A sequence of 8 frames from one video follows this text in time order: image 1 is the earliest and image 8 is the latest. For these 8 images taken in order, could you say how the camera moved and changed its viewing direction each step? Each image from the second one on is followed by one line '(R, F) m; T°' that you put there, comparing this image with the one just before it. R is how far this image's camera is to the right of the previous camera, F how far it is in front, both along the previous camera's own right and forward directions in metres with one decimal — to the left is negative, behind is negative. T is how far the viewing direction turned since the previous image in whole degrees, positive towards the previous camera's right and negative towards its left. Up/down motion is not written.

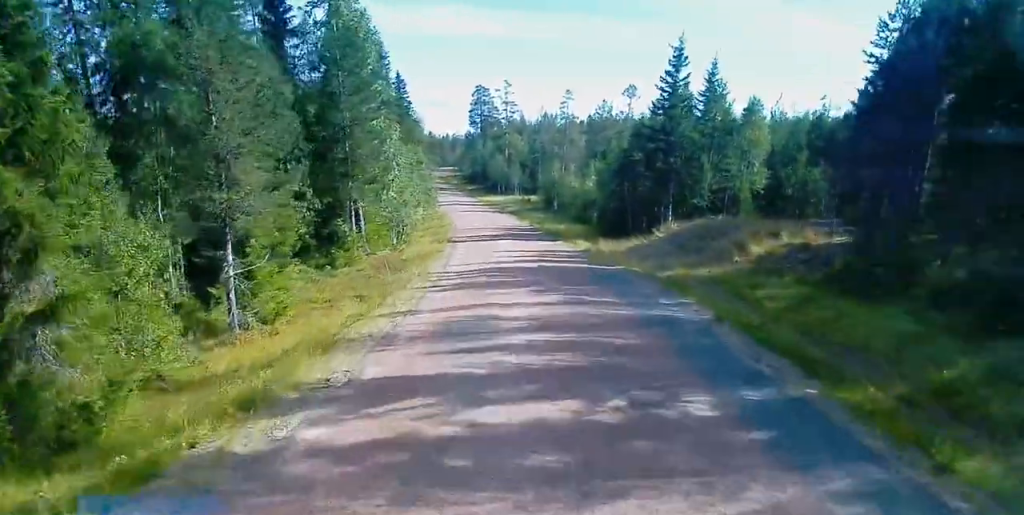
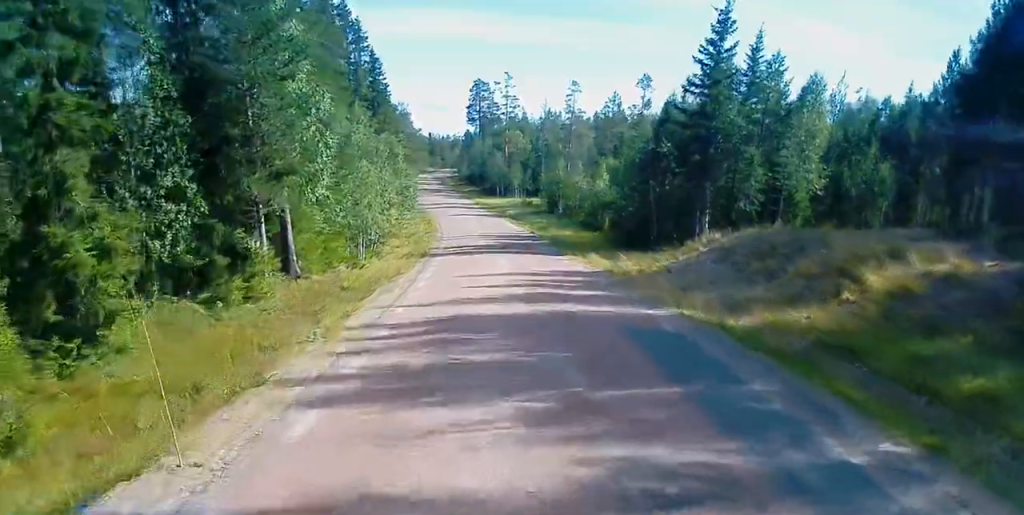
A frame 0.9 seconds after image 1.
(-0.3, +11.4) m; -2°
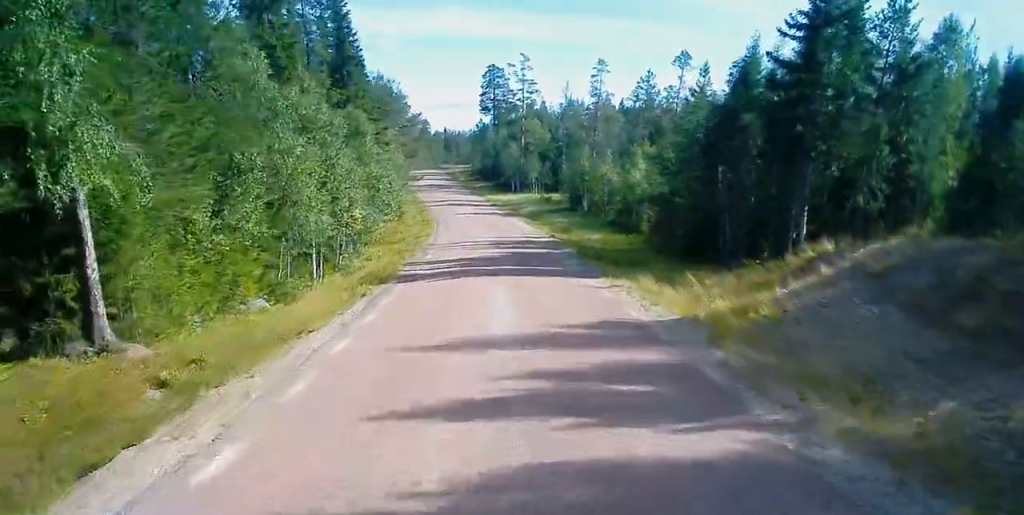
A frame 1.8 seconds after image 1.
(-0.2, +13.4) m; -1°
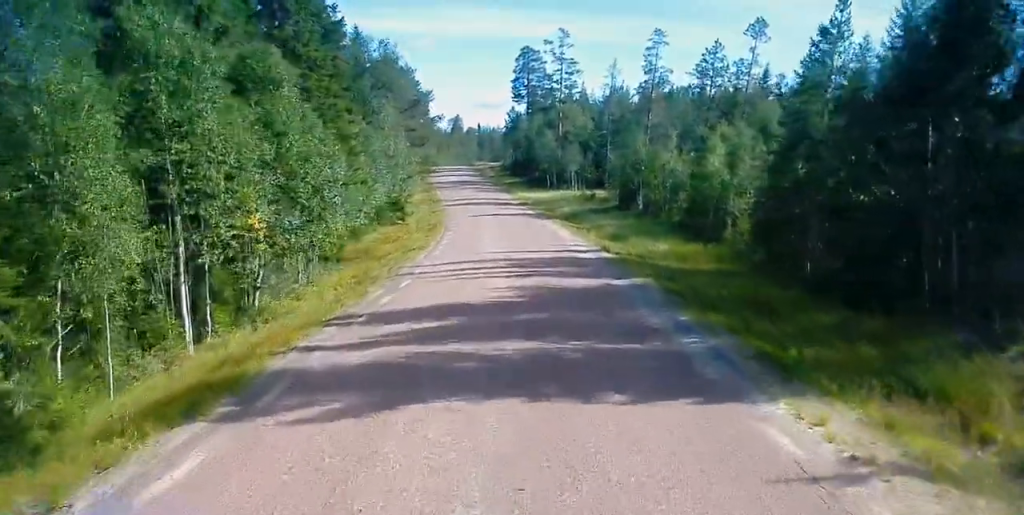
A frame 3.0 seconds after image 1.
(0.0, +15.5) m; 0°
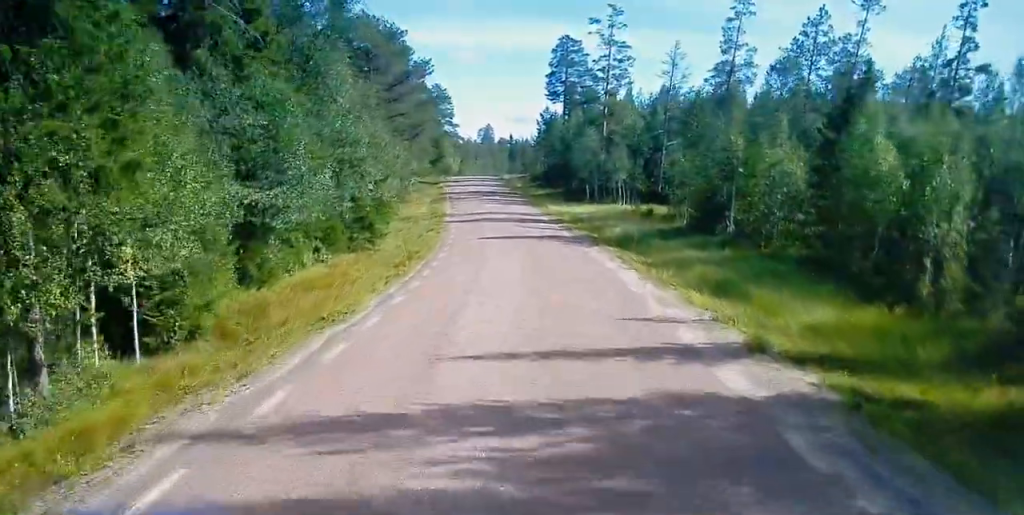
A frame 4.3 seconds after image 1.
(0.0, +18.5) m; 0°
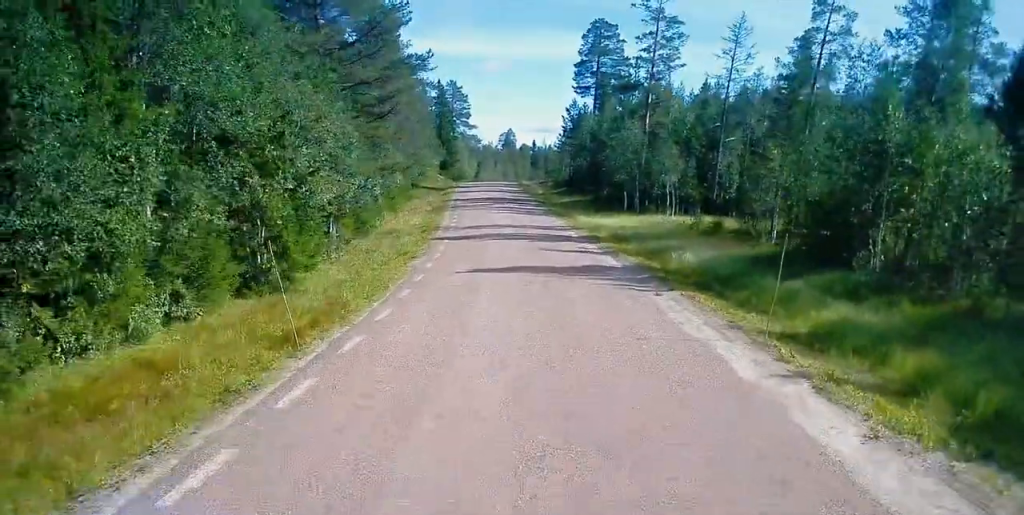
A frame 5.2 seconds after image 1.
(0.0, +14.2) m; 0°
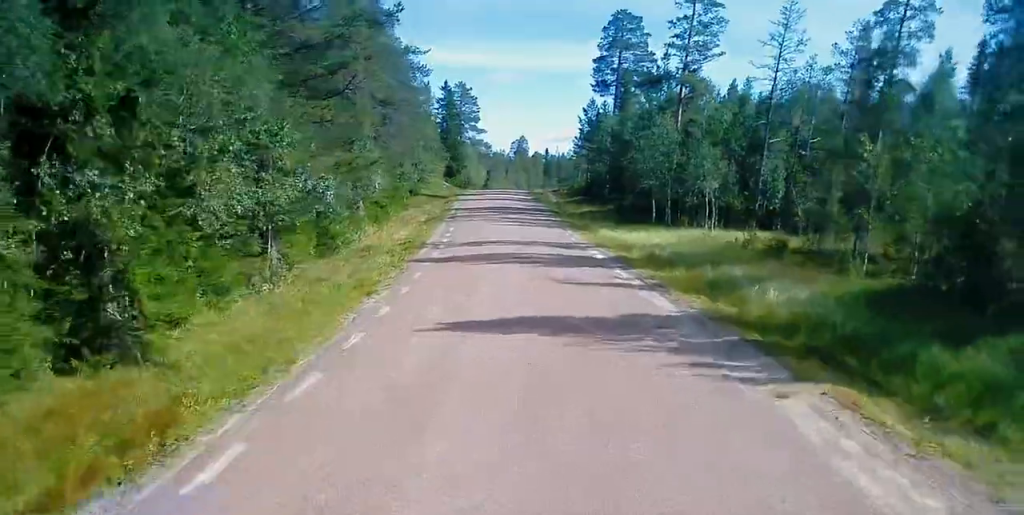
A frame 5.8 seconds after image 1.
(0.0, +8.6) m; 0°
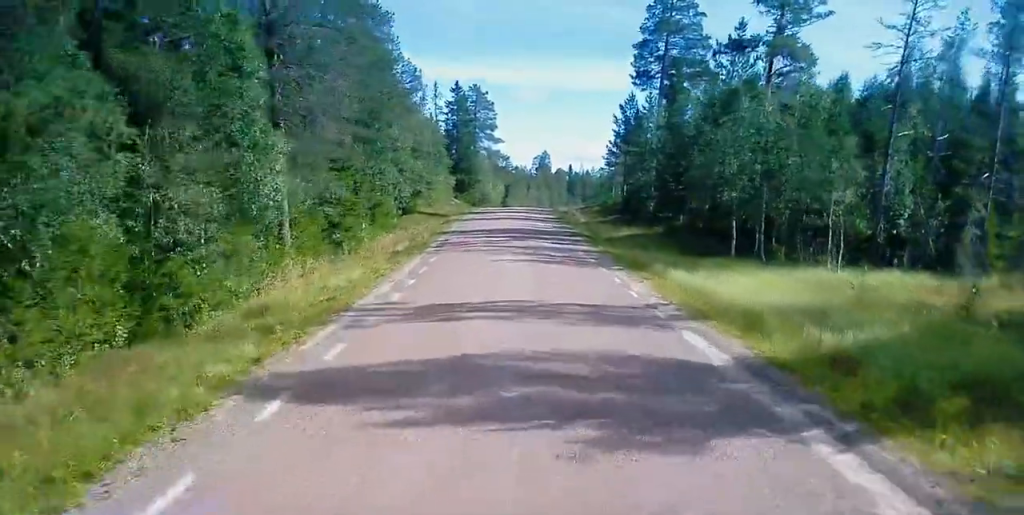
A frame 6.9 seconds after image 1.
(0.0, +15.8) m; 0°
